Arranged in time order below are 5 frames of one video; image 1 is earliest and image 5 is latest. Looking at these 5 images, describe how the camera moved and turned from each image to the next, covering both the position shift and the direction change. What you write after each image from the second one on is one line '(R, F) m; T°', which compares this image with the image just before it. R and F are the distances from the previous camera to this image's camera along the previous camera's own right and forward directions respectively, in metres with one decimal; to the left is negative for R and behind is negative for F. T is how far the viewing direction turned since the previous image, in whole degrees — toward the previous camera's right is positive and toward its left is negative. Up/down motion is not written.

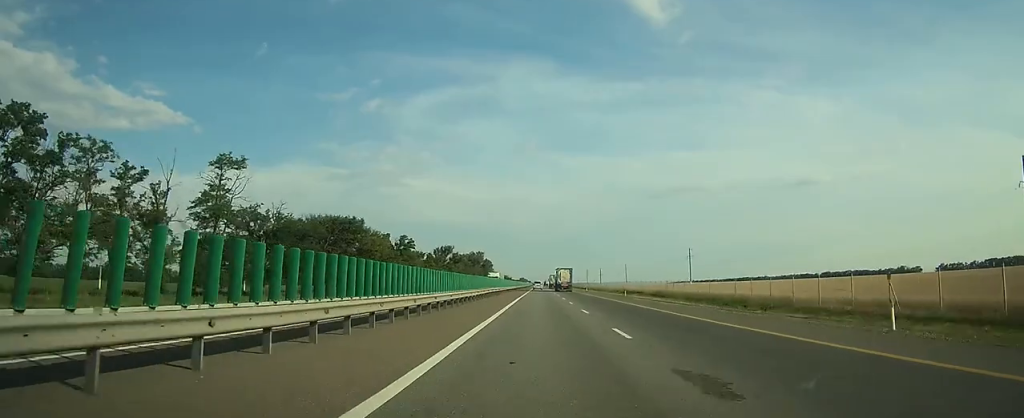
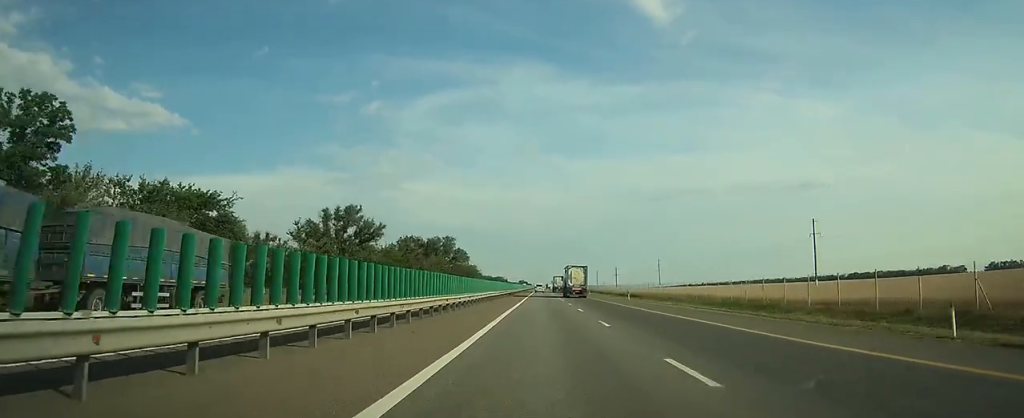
(+0.5, +102.3) m; +1°
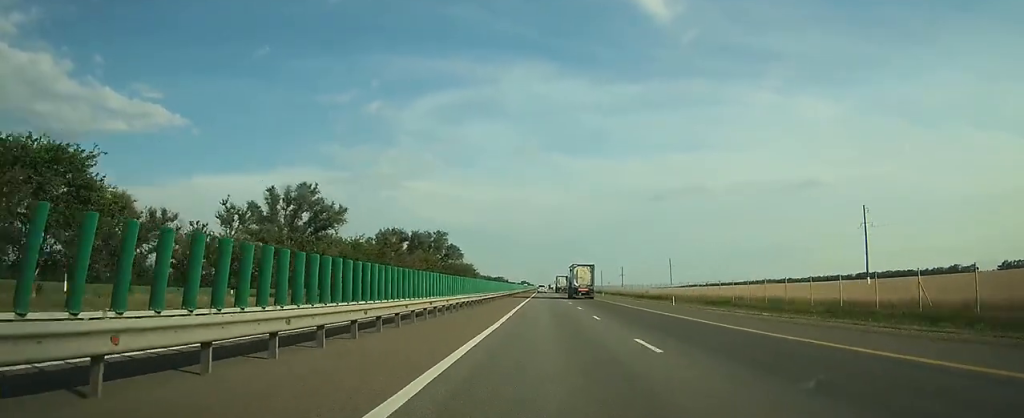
(+0.1, +19.9) m; -1°
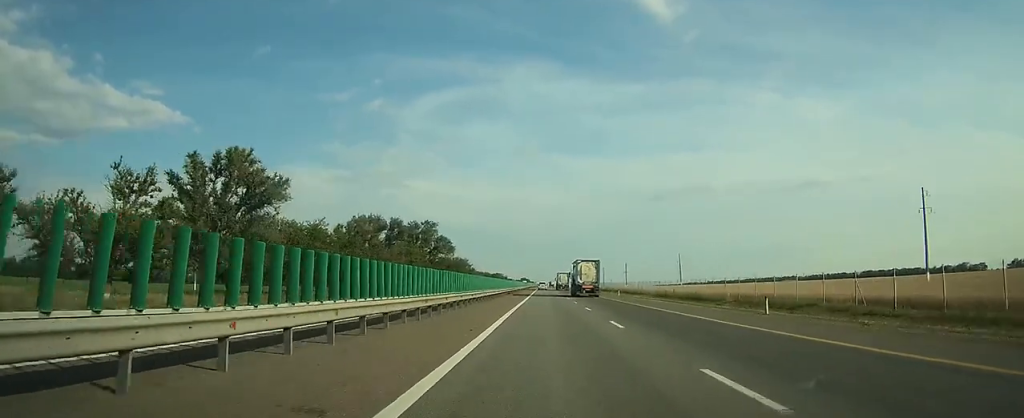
(+0.1, +17.8) m; -1°
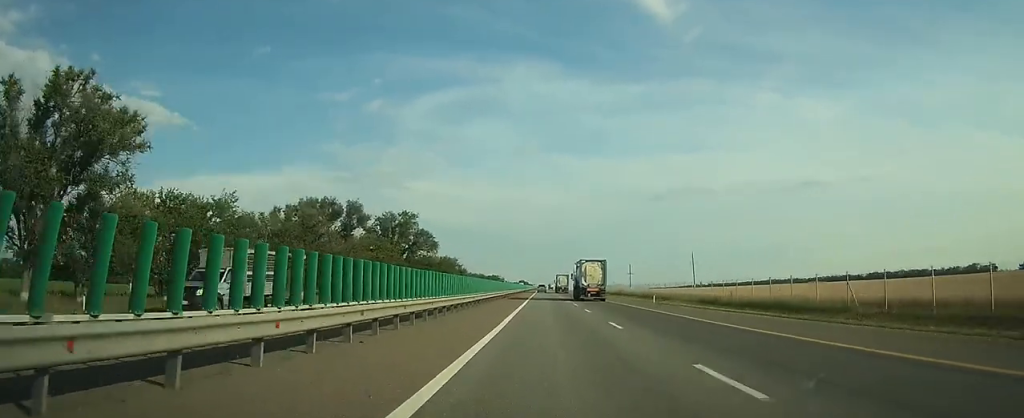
(-0.6, +23.5) m; -1°
